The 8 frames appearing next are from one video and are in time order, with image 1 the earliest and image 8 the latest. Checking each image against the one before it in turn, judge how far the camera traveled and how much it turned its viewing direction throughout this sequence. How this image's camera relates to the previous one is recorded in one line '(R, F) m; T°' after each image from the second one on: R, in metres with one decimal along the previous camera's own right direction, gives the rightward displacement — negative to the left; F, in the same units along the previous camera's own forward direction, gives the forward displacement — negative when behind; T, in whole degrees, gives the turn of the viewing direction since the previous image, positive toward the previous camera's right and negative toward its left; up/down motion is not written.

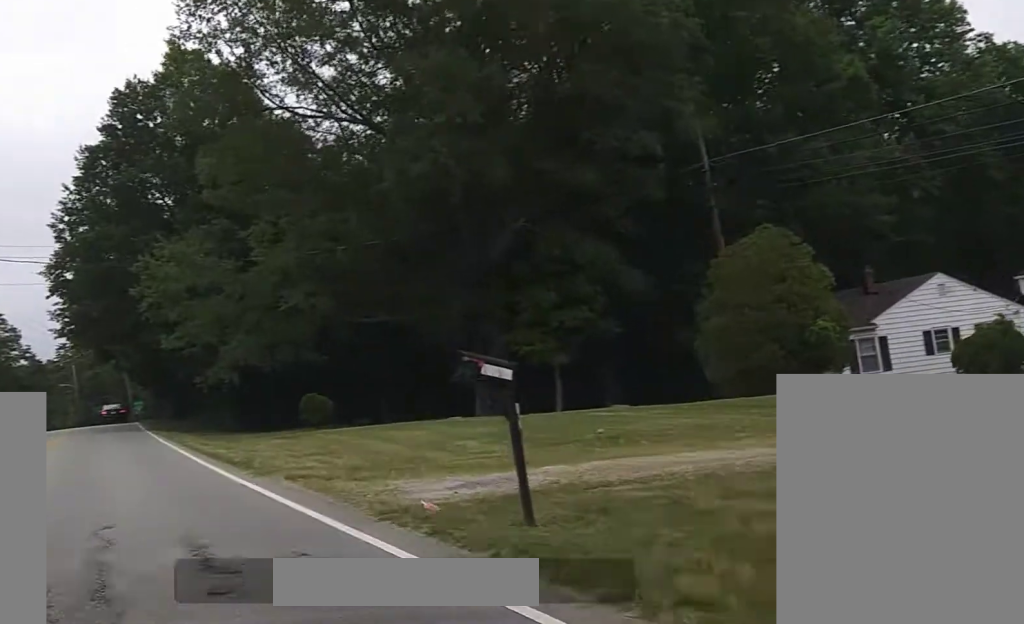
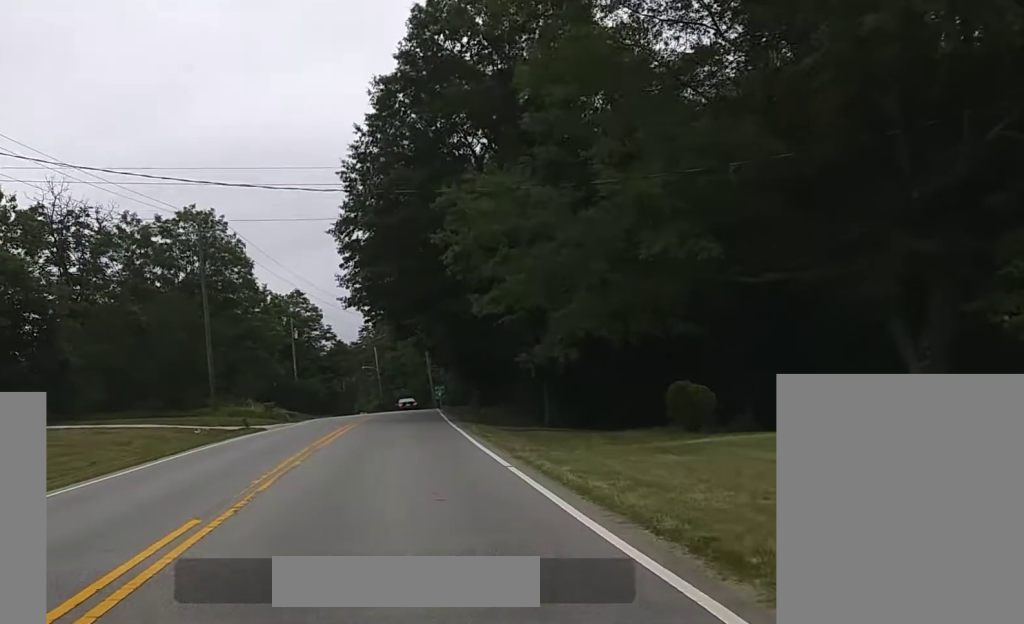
(-1.8, +10.7) m; -10°
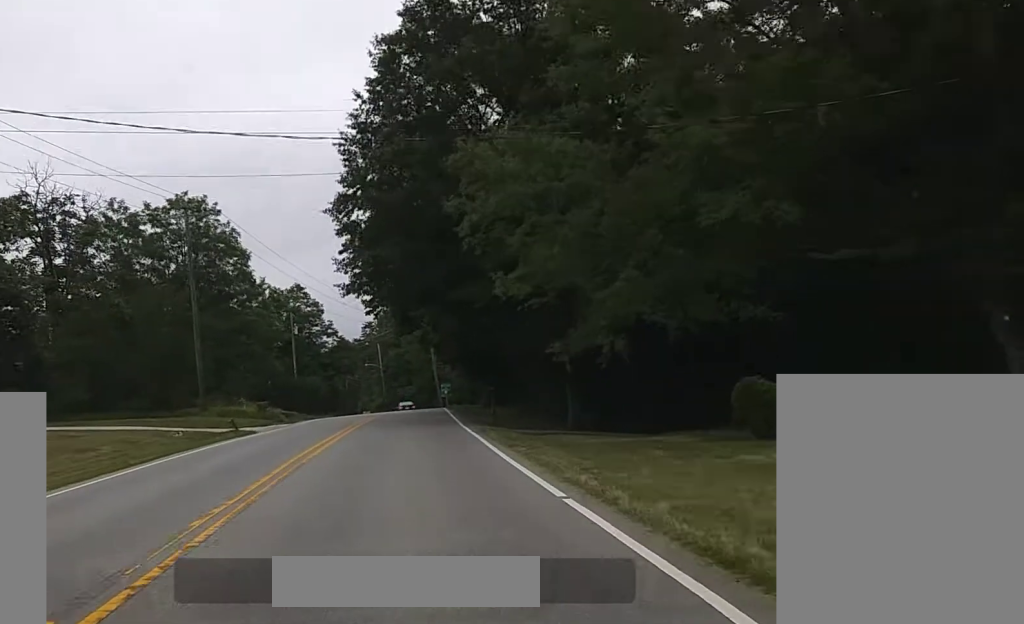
(0.0, +4.8) m; 0°
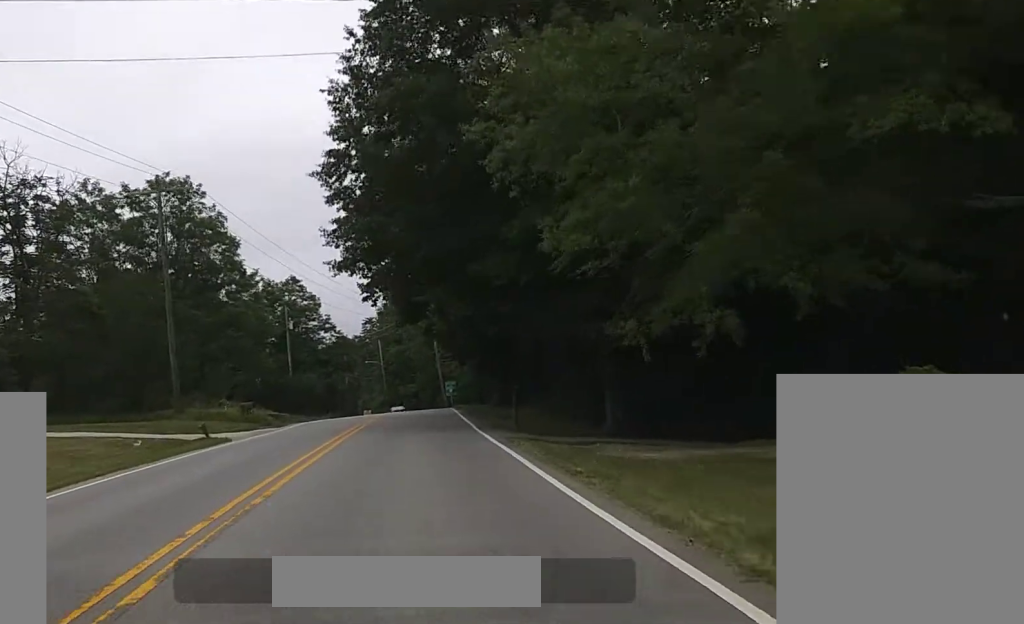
(0.0, +7.8) m; 0°
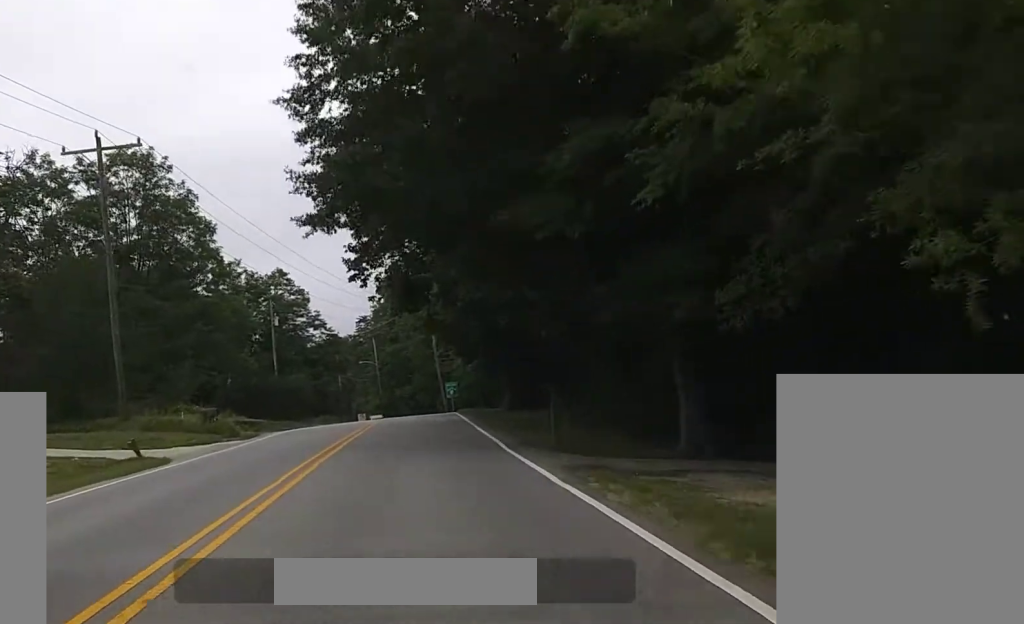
(0.0, +8.5) m; 0°
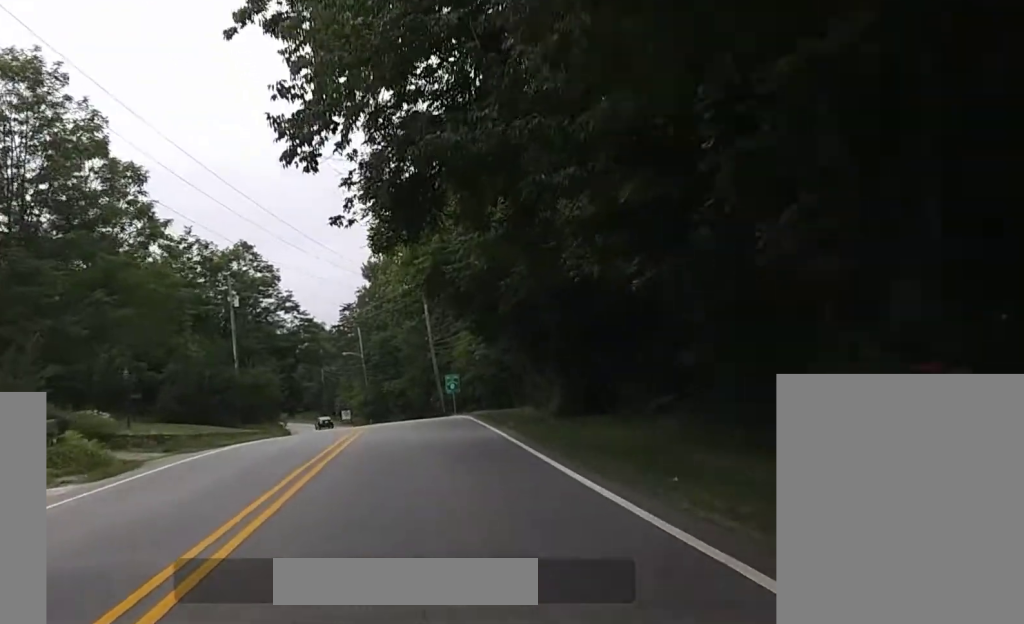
(+0.1, +19.2) m; +1°
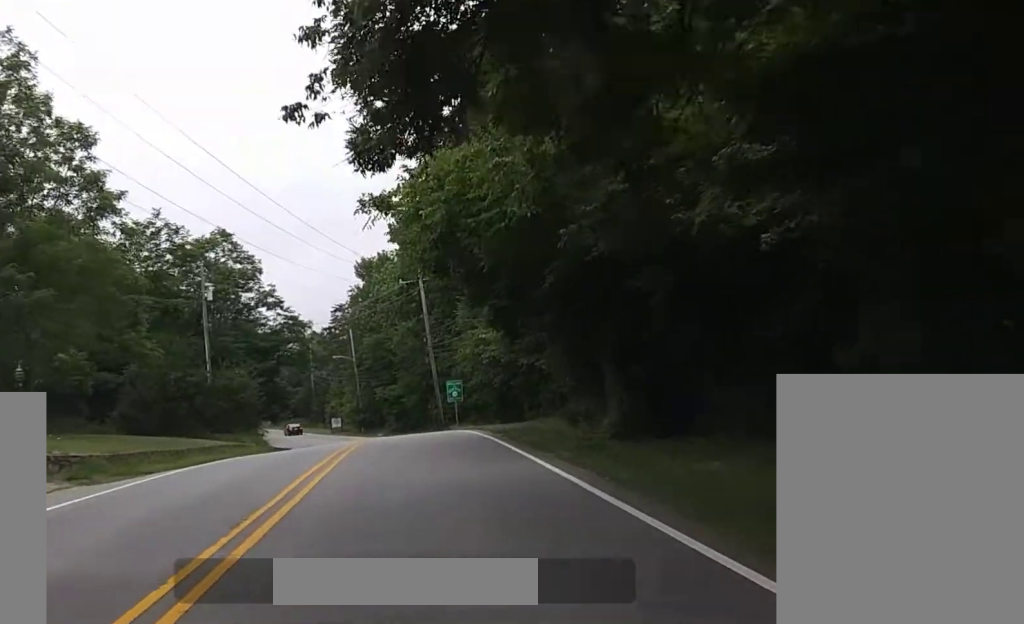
(+0.1, +9.0) m; +1°
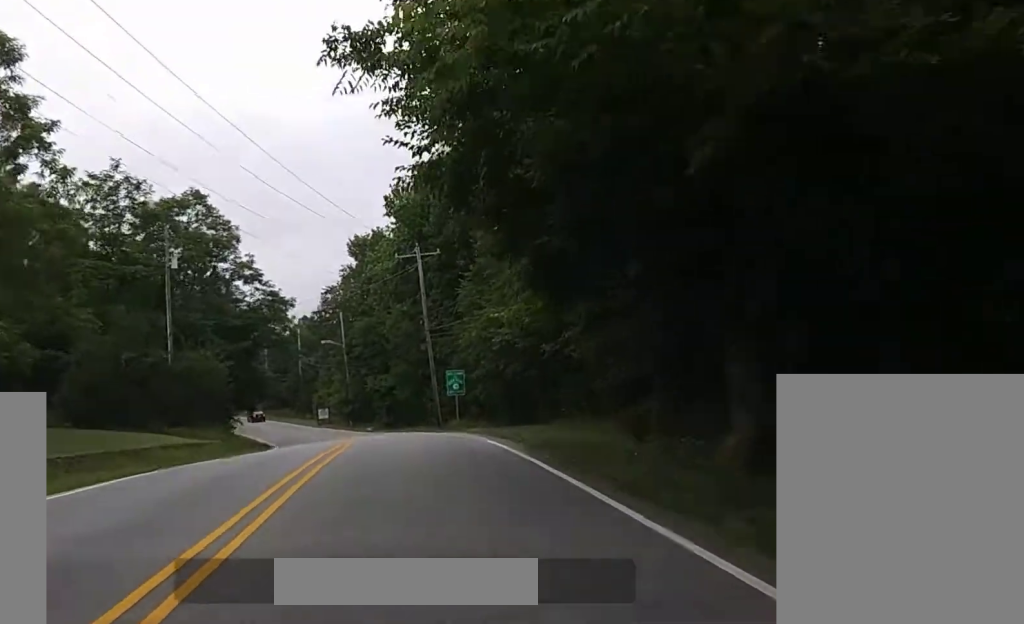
(+0.1, +9.3) m; 0°
